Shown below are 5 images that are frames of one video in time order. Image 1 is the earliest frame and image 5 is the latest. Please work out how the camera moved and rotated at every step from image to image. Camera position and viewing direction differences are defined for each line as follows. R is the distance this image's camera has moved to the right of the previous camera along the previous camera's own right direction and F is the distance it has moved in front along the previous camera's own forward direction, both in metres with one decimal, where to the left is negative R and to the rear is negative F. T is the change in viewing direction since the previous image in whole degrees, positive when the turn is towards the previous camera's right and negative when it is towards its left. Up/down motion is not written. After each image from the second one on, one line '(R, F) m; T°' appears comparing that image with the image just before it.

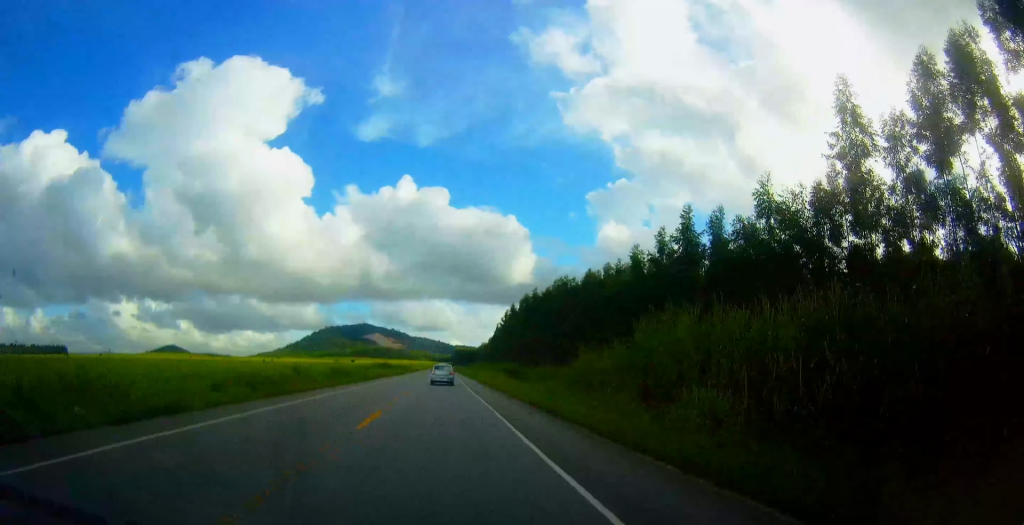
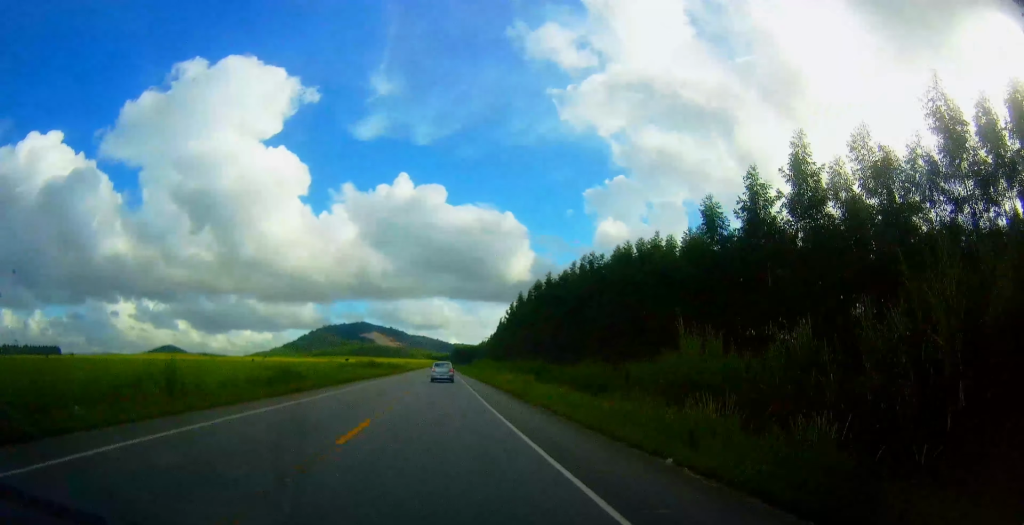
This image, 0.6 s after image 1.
(0.0, +17.0) m; 0°
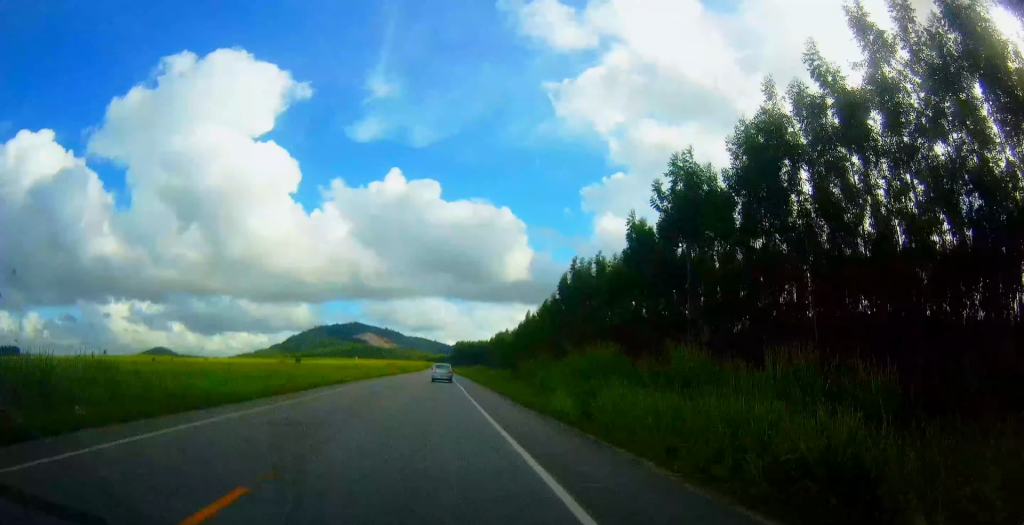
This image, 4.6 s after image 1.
(-0.7, +118.8) m; 0°
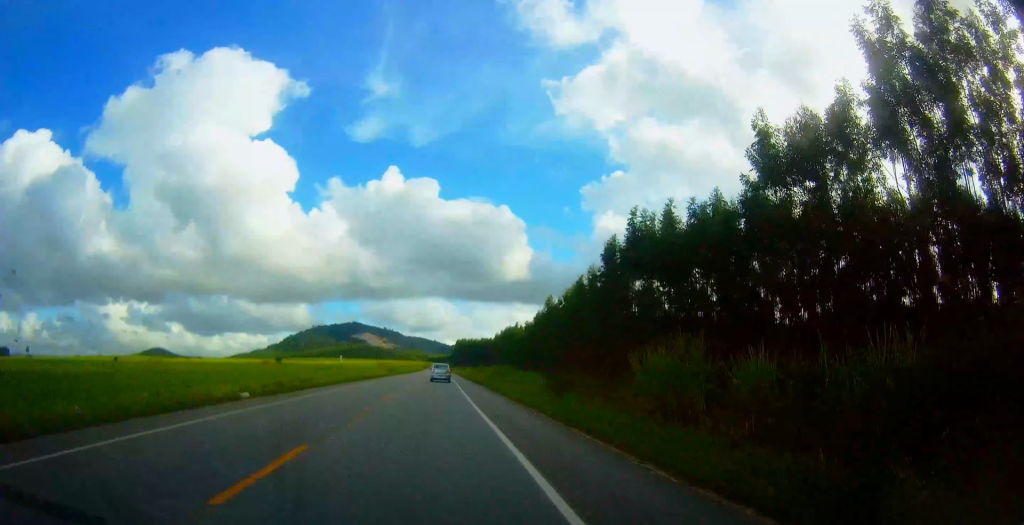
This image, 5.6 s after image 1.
(+0.2, +28.3) m; 0°
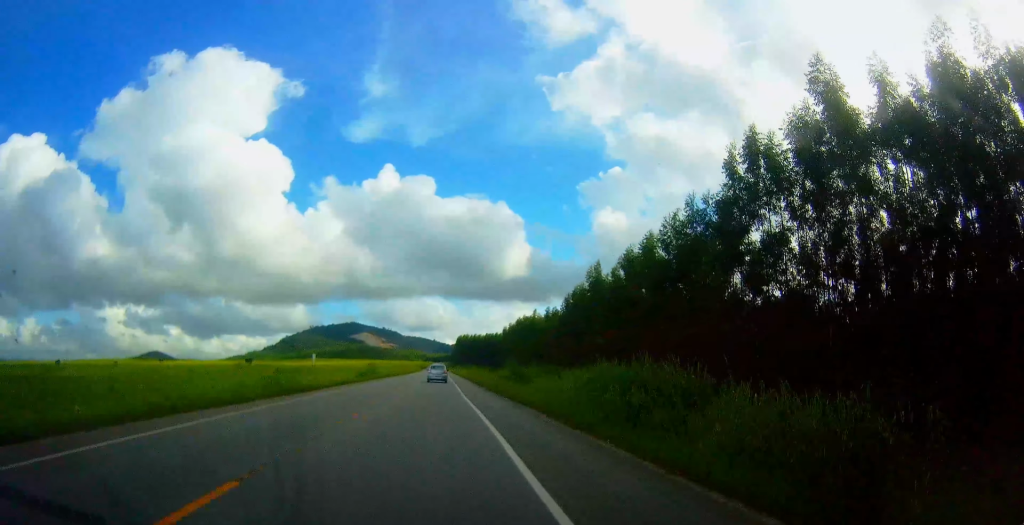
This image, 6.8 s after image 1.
(-0.4, +34.5) m; -1°
